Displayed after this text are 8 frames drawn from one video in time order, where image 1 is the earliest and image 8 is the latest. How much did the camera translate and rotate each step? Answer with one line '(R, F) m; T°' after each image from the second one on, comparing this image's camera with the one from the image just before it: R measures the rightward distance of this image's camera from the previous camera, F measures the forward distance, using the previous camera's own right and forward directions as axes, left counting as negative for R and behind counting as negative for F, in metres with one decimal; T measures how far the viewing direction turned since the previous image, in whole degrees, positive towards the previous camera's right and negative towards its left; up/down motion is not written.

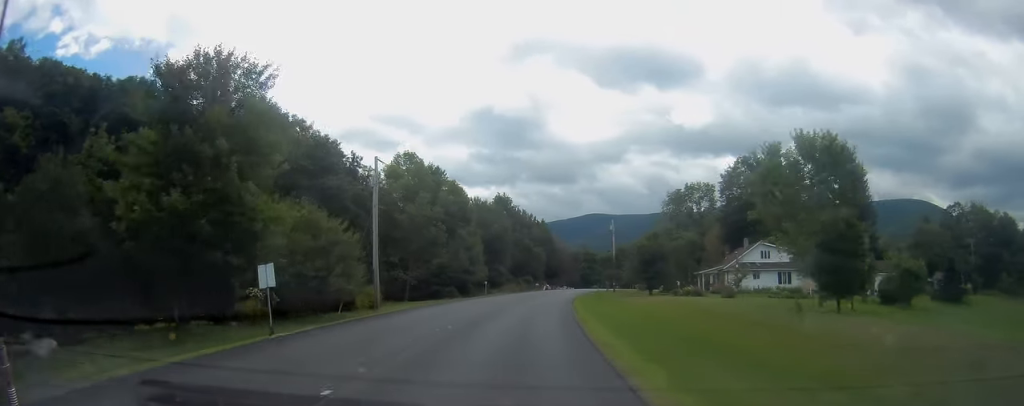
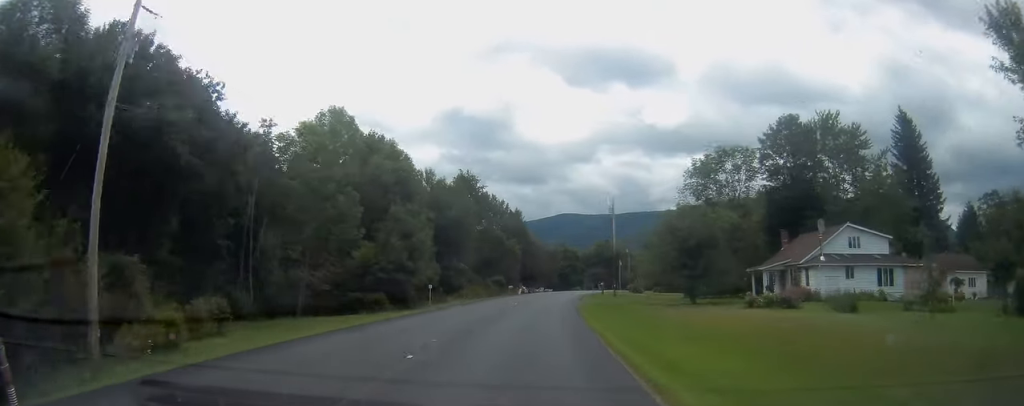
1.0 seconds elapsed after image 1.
(+0.7, +25.0) m; +2°
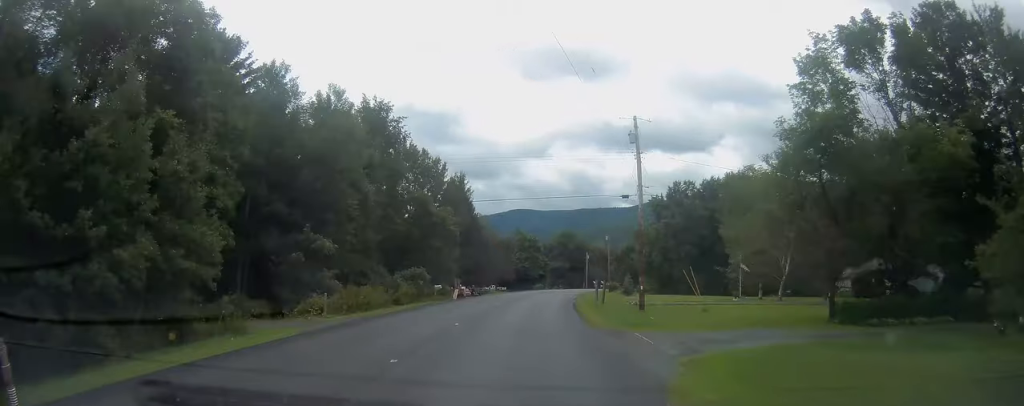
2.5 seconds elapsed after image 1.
(+0.7, +36.0) m; +4°
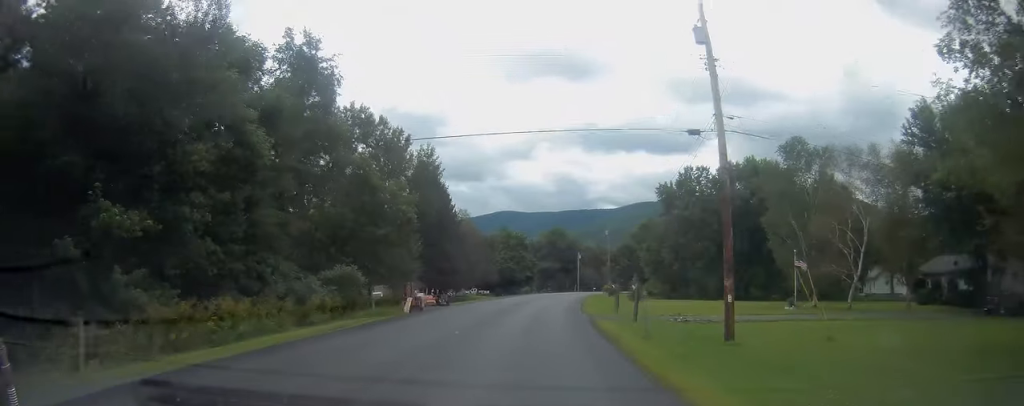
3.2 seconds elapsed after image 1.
(+0.4, +16.8) m; +2°
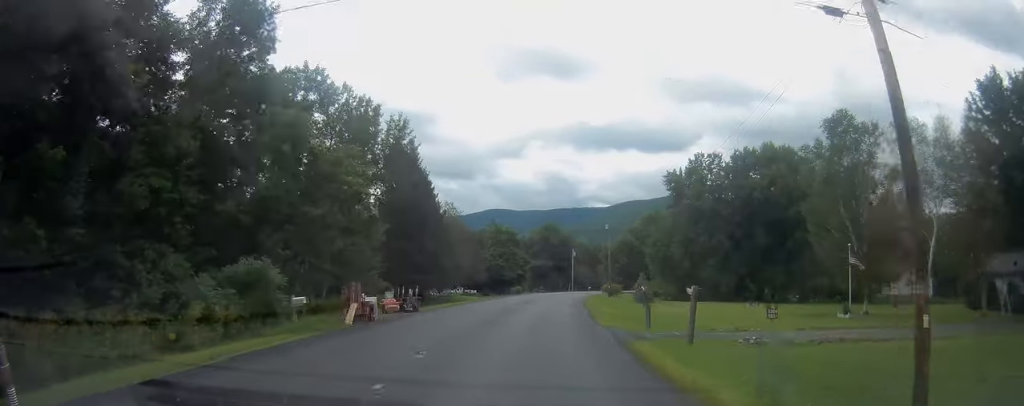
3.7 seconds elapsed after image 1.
(0.0, +10.4) m; +1°
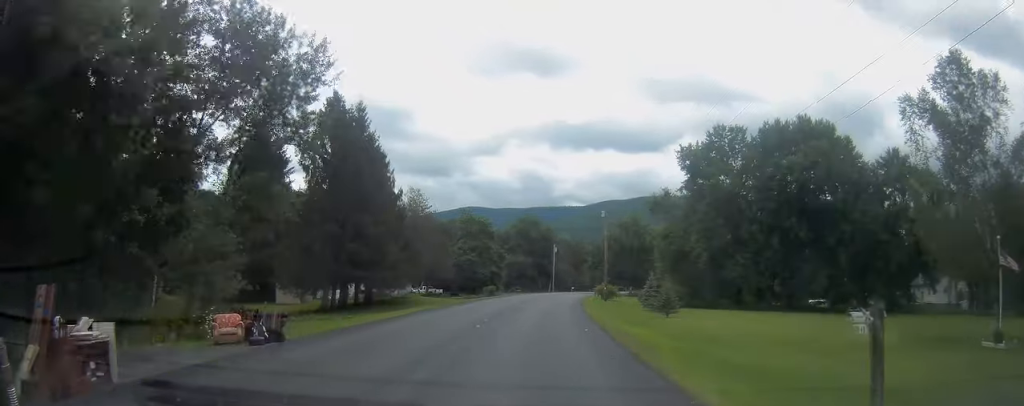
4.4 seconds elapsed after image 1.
(+0.5, +17.4) m; +2°
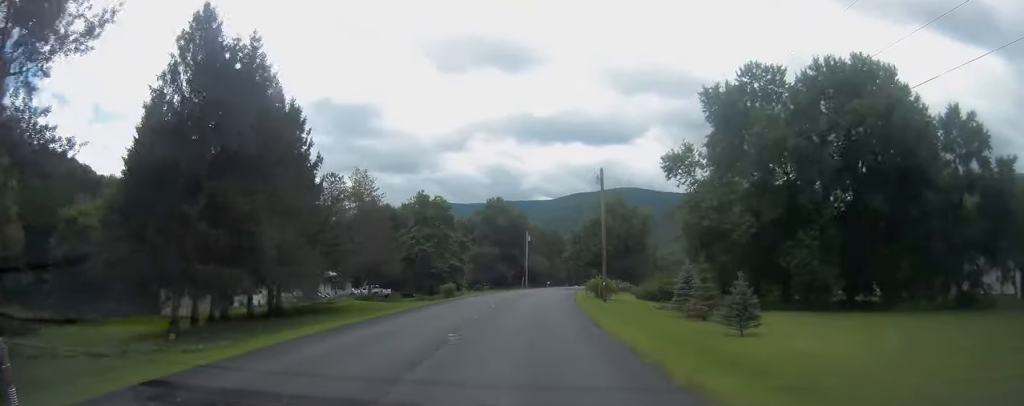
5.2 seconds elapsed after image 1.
(+0.5, +19.7) m; +2°
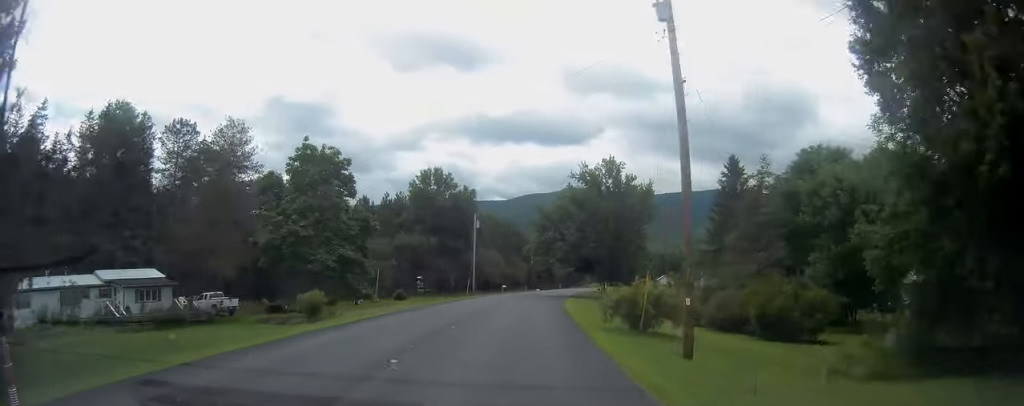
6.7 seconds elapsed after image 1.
(+0.9, +34.5) m; +4°
